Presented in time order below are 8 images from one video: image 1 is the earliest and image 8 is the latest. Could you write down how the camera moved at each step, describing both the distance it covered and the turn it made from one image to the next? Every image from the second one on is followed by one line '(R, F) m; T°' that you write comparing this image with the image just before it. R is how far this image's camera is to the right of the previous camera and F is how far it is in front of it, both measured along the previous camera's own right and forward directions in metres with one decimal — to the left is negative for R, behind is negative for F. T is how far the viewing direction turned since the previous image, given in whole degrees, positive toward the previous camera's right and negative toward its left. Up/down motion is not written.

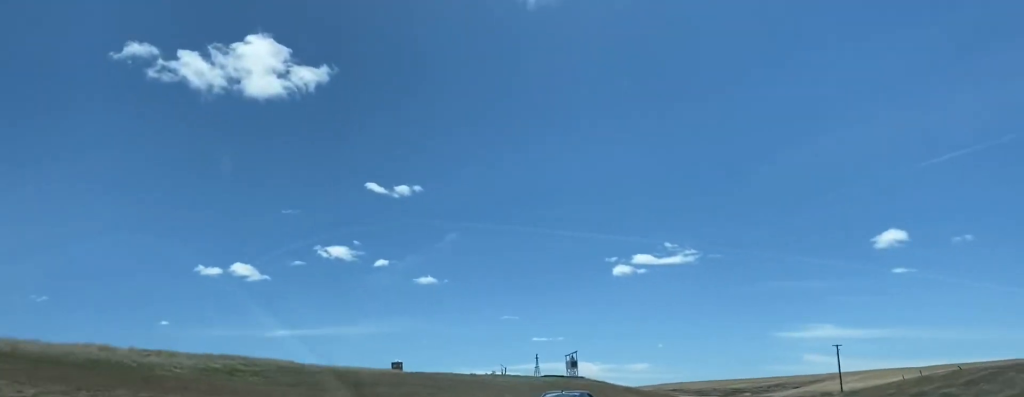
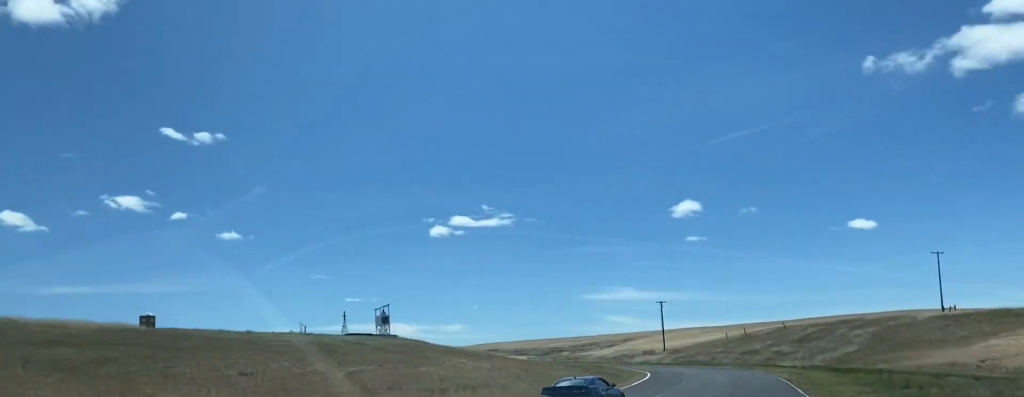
(+4.3, +21.7) m; +18°
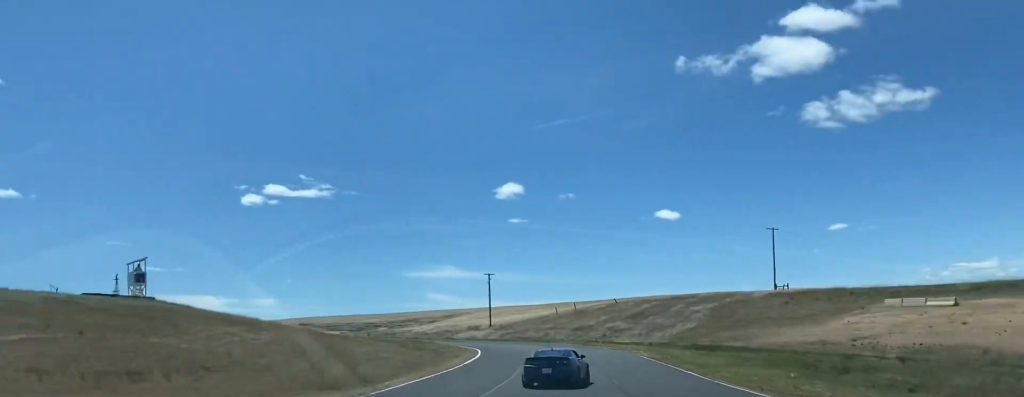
(+2.4, +17.0) m; +8°
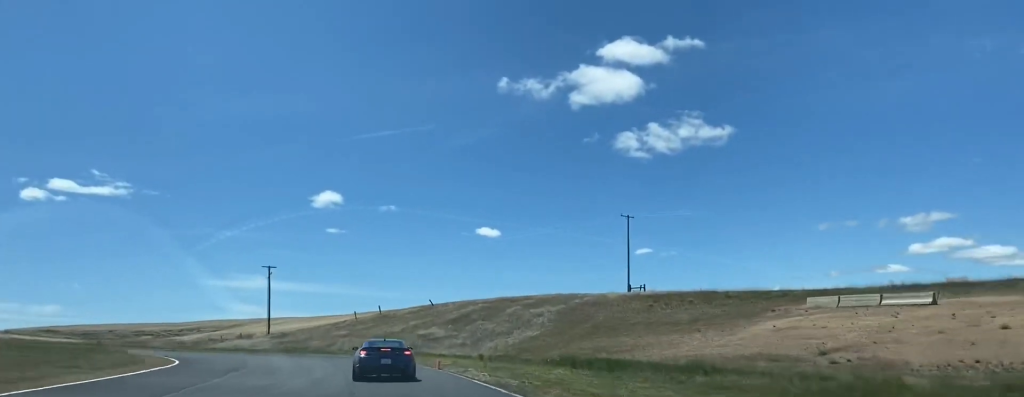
(+2.7, +27.6) m; +7°
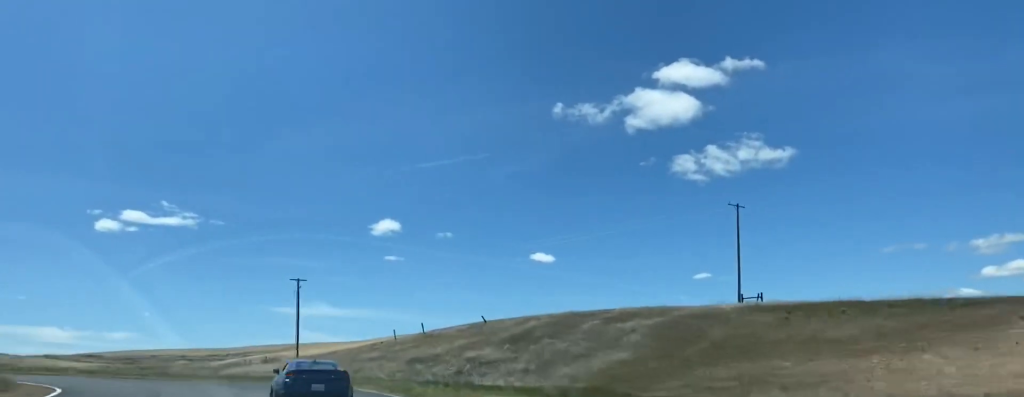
(+0.4, +19.9) m; -3°
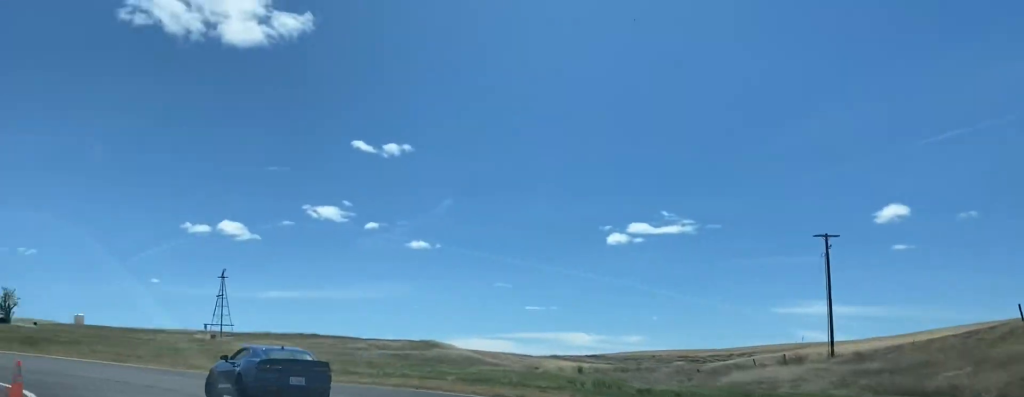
(-6.8, +37.1) m; -31°
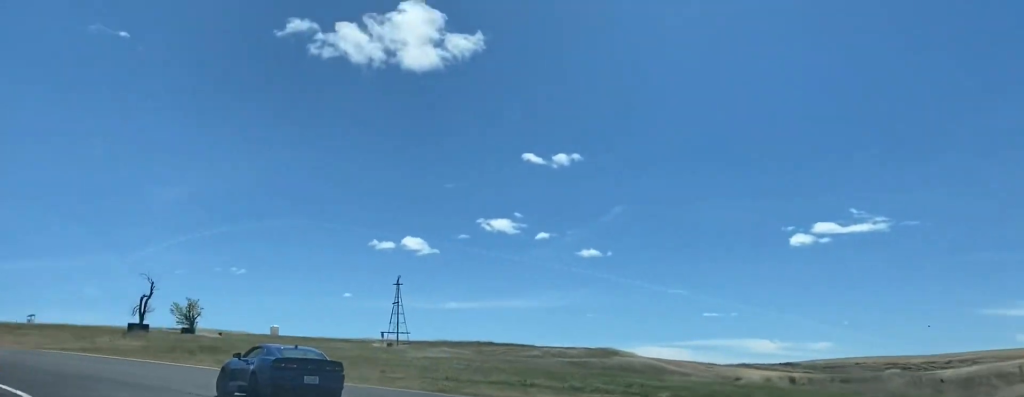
(-1.6, +9.5) m; -11°
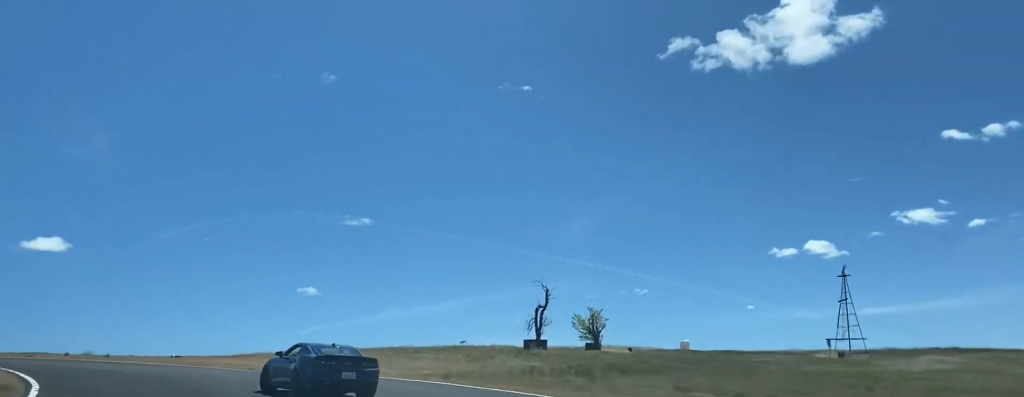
(-4.6, +21.1) m; -27°
